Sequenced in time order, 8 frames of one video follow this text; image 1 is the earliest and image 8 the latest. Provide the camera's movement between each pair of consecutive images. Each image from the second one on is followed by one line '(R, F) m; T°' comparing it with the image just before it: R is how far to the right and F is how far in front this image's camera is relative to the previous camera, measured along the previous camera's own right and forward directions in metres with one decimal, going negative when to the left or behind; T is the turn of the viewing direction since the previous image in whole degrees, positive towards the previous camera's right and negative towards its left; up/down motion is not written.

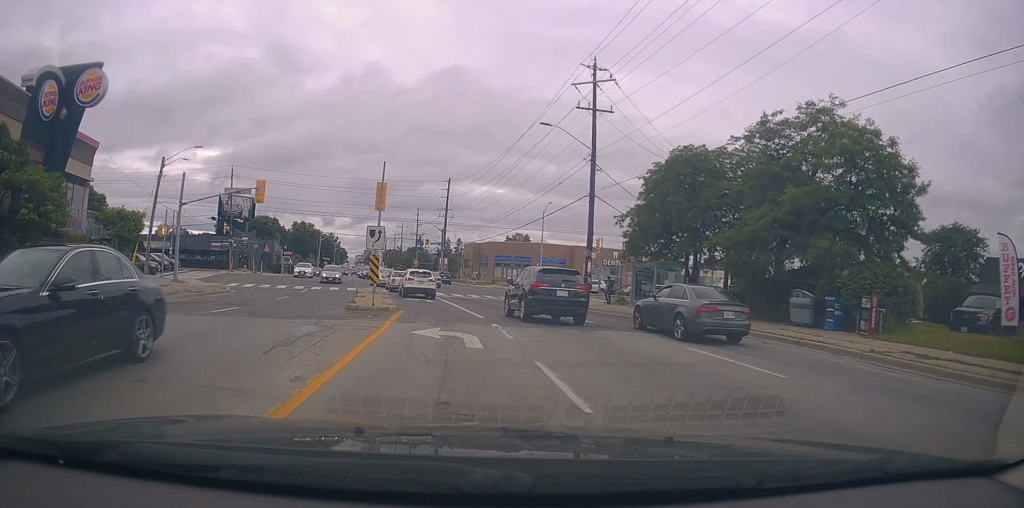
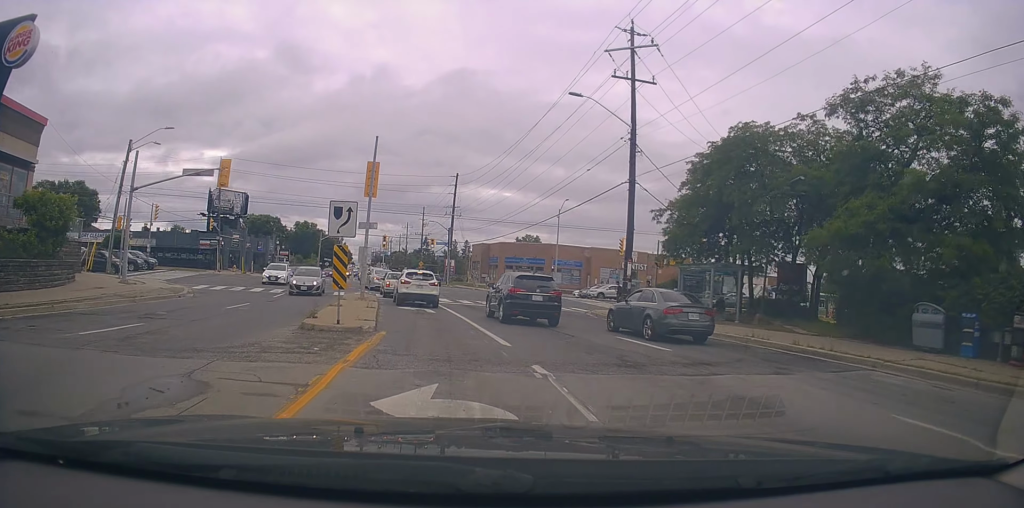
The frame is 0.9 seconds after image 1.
(-0.1, +6.8) m; -1°
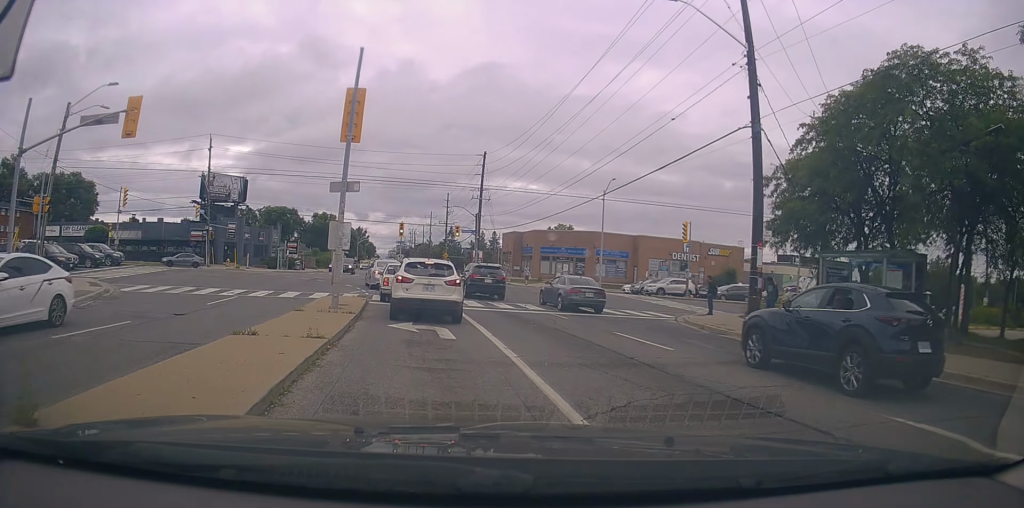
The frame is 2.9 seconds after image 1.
(-0.2, +11.1) m; -4°
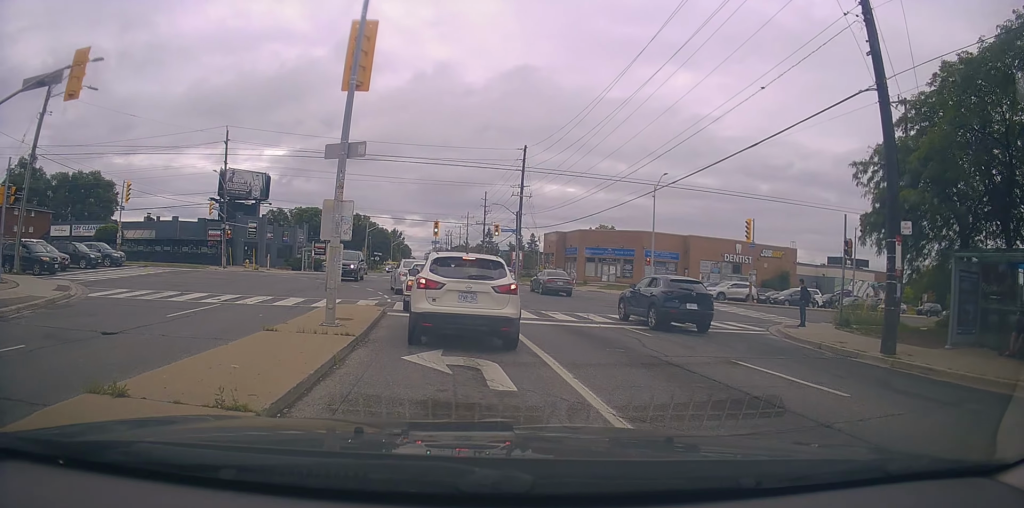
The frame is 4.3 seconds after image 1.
(-0.1, +5.3) m; +1°
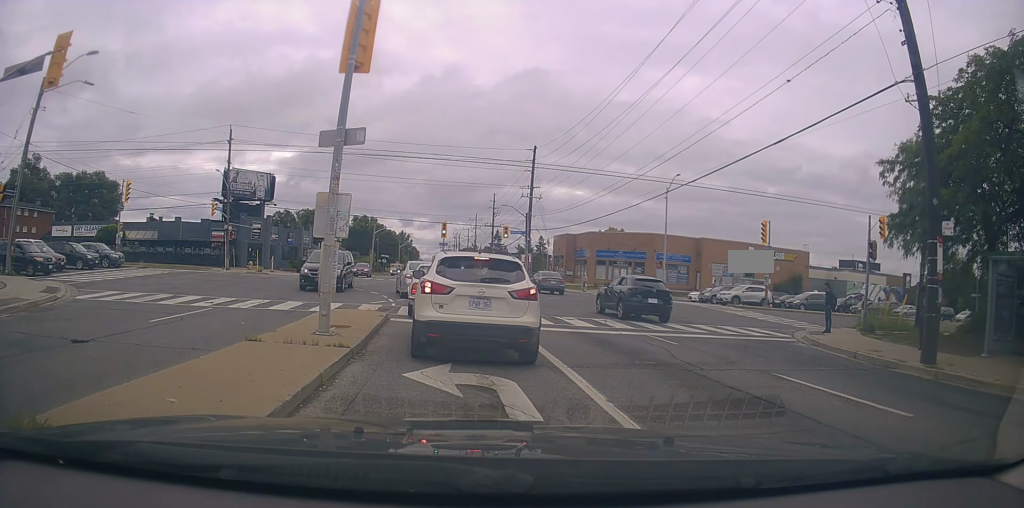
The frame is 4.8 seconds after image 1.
(+0.1, +1.4) m; -1°
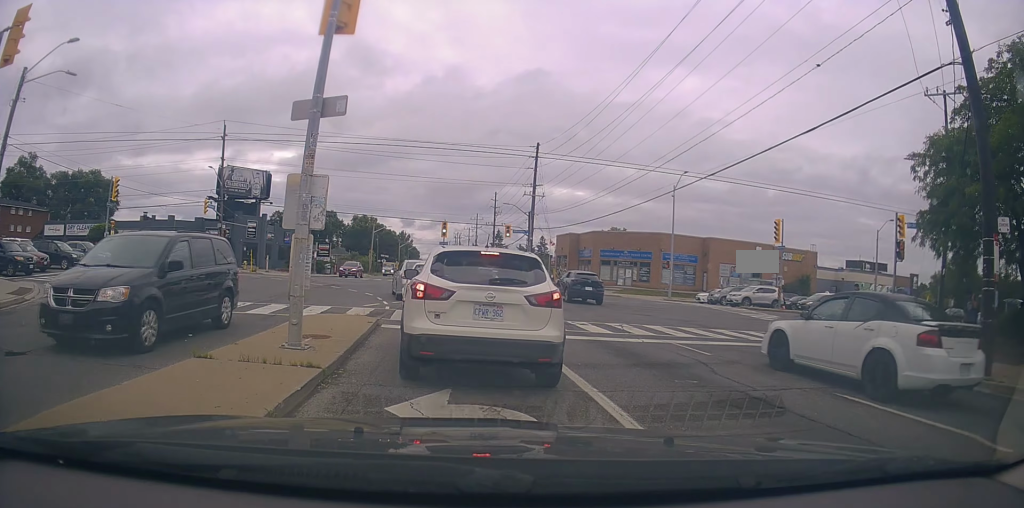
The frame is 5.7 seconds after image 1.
(-0.1, +2.2) m; -6°
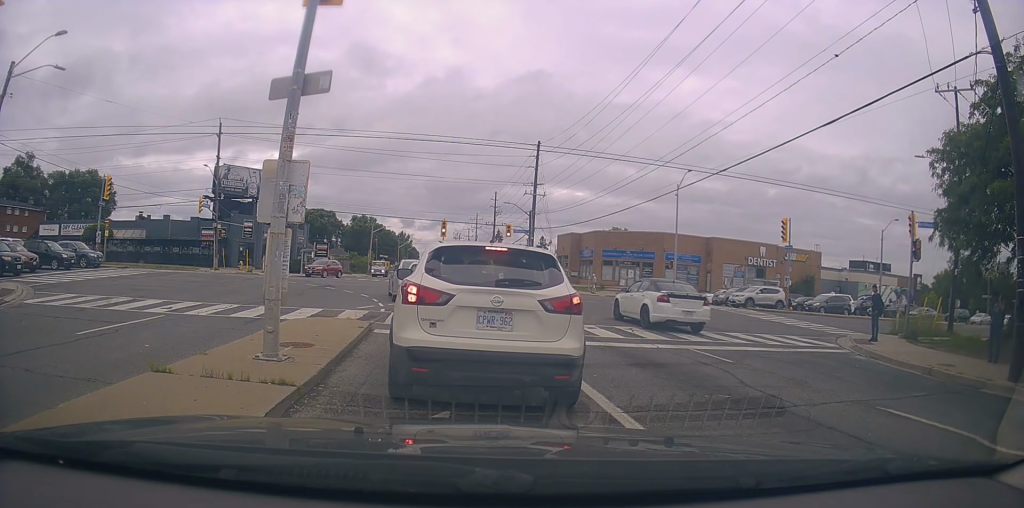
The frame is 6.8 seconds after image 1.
(-0.1, +1.5) m; -3°
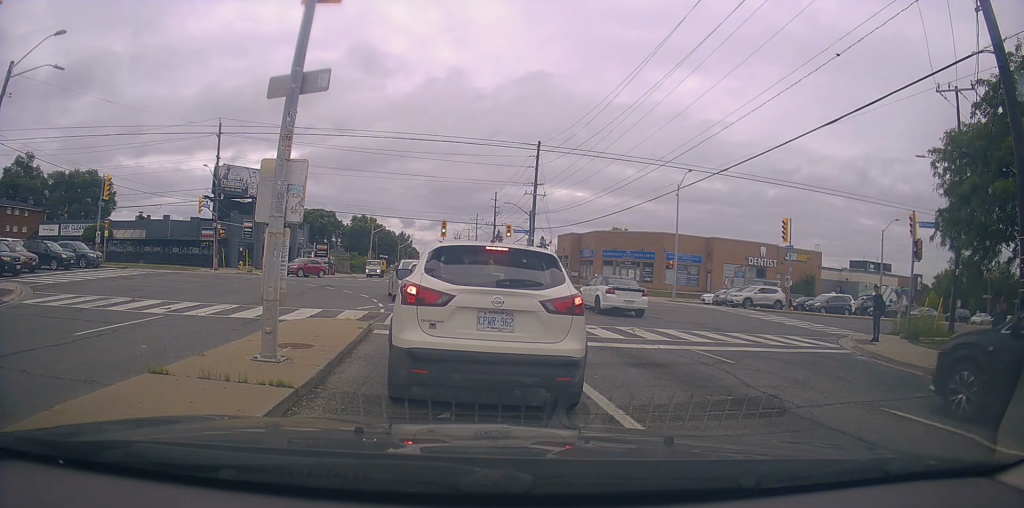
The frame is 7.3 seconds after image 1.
(0.0, +0.4) m; 0°
